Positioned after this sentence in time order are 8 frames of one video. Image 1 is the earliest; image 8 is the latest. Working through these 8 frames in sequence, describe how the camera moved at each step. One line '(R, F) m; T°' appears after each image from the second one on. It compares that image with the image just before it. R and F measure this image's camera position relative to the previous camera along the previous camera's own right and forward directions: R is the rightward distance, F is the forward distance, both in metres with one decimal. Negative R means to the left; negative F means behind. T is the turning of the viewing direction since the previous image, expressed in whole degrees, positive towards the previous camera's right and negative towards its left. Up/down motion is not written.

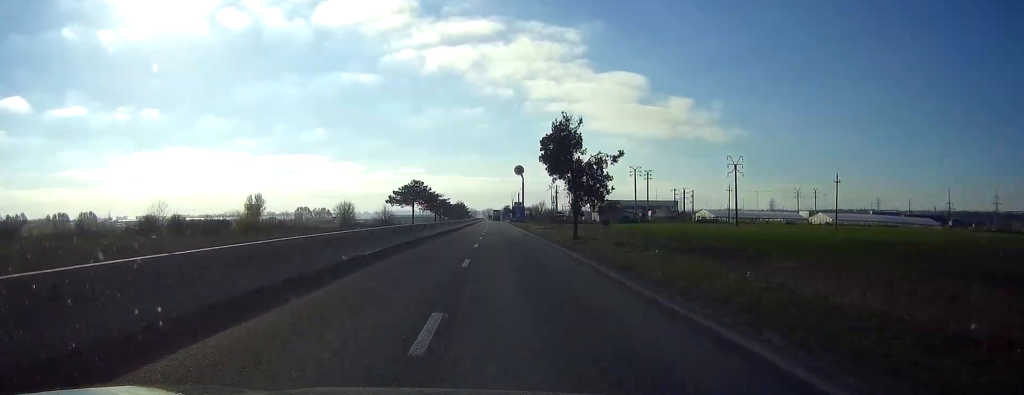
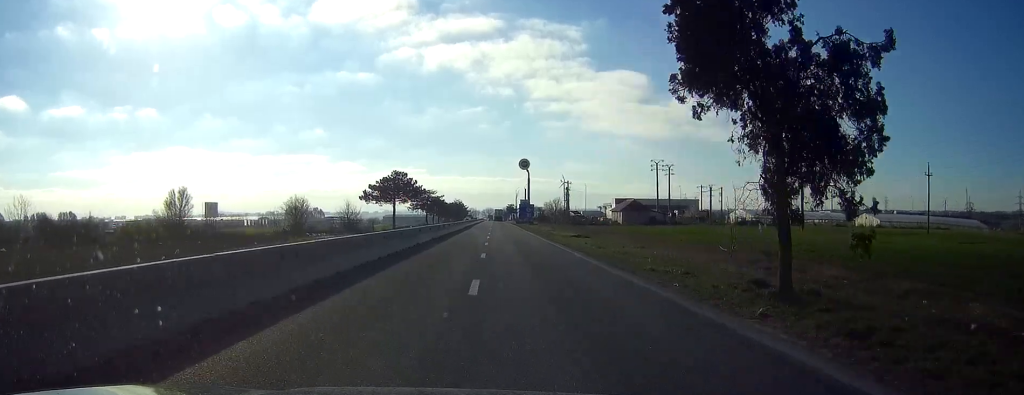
(0.0, +29.7) m; 0°
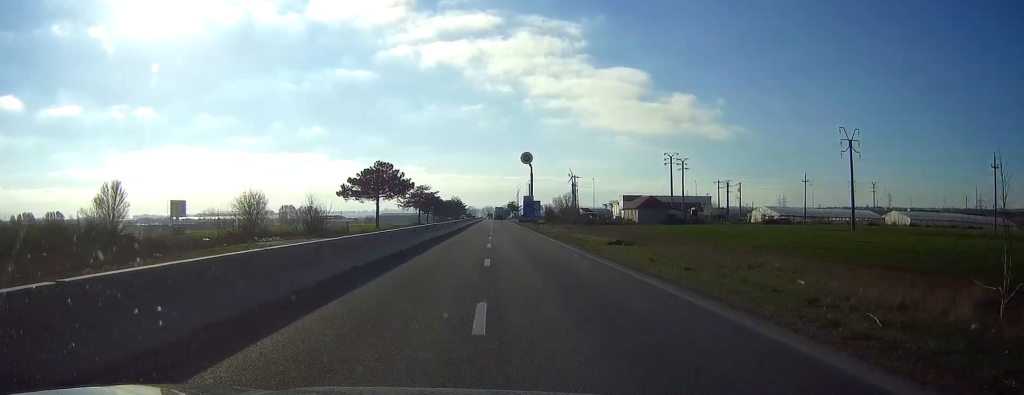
(0.0, +16.4) m; 0°
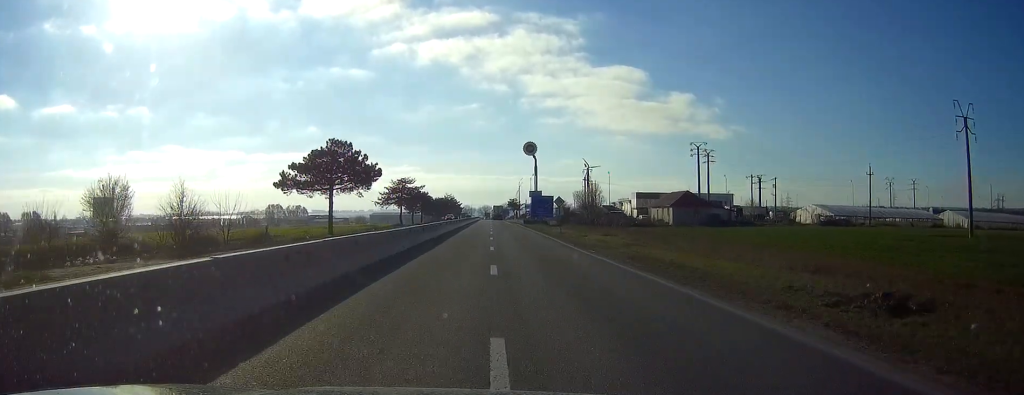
(0.0, +27.0) m; 0°
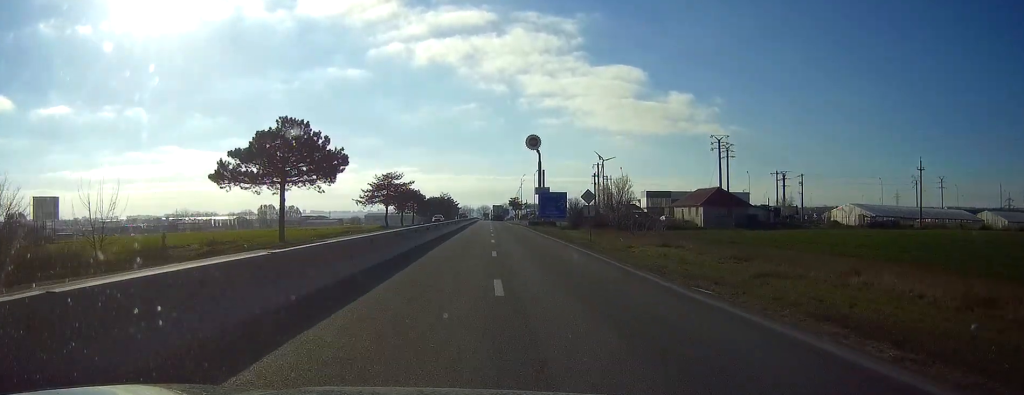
(0.0, +16.0) m; 0°
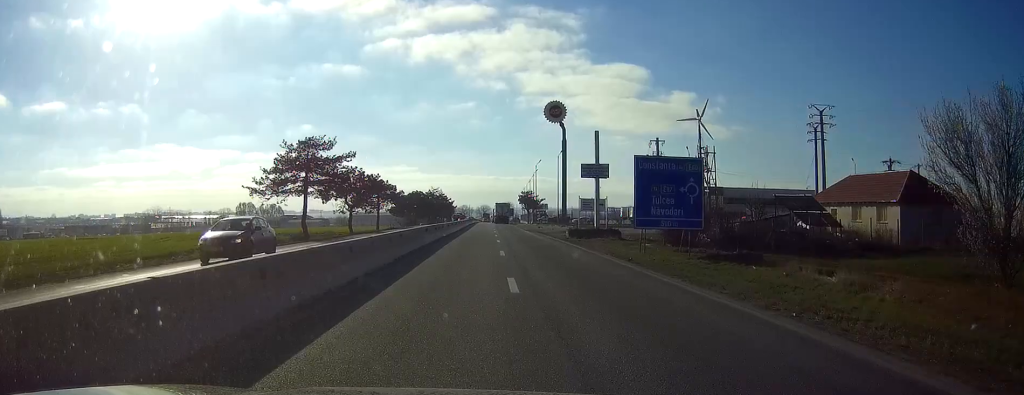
(0.0, +47.2) m; 0°
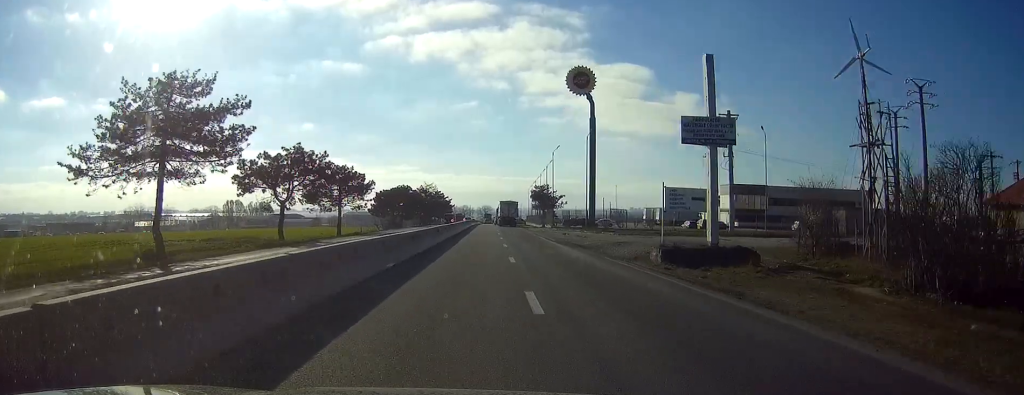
(0.0, +26.7) m; 0°
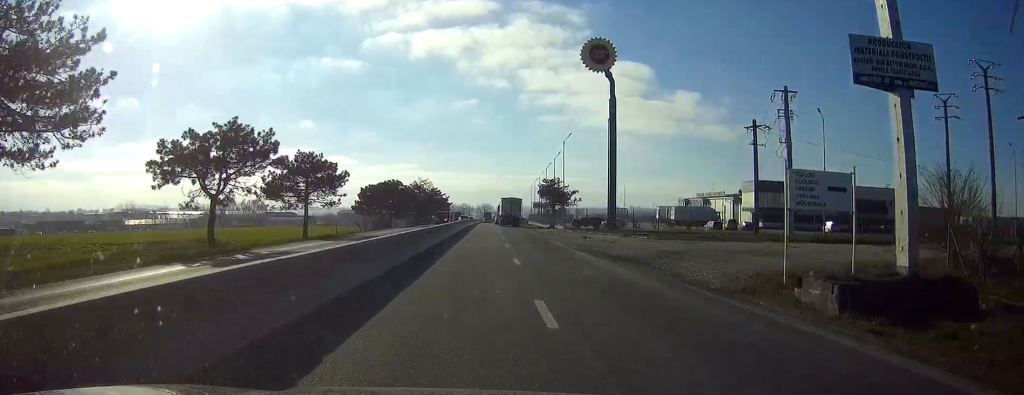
(0.0, +13.2) m; 0°
